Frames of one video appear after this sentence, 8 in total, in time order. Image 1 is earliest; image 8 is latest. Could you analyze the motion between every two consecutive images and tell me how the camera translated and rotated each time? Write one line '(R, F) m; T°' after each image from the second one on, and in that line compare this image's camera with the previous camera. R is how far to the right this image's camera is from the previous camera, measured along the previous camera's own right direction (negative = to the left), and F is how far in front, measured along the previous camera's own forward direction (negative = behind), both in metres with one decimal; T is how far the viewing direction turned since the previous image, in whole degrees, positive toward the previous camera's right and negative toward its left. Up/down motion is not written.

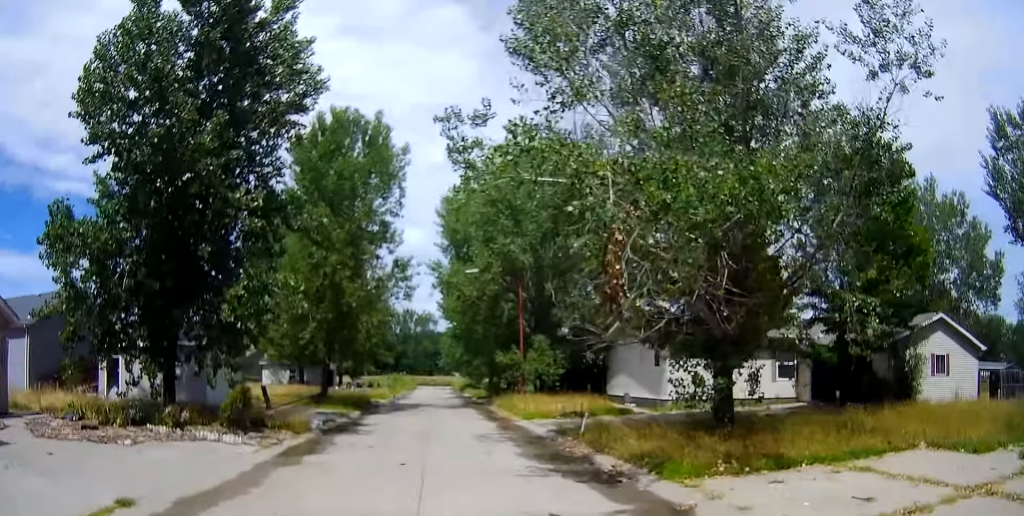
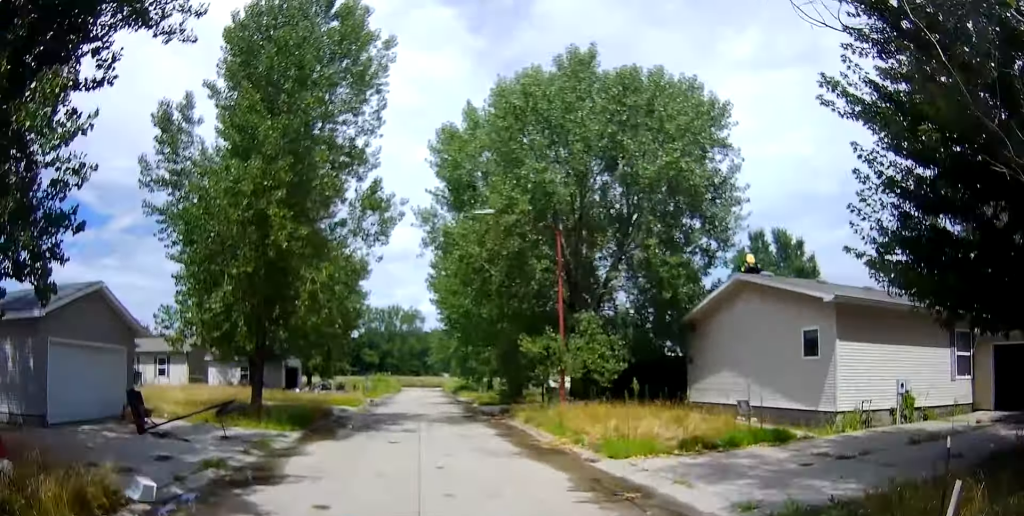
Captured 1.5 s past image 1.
(0.0, +11.7) m; 0°
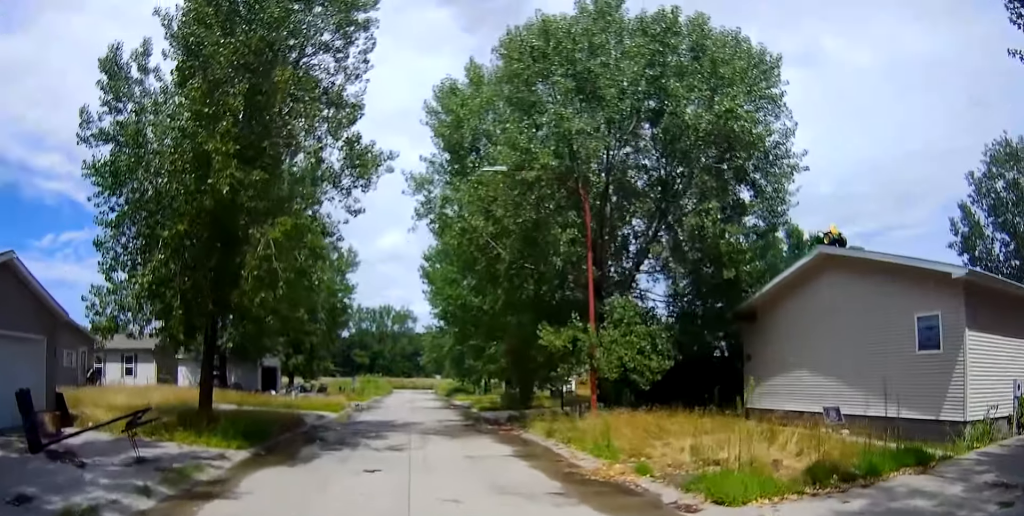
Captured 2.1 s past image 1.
(0.0, +4.5) m; 0°
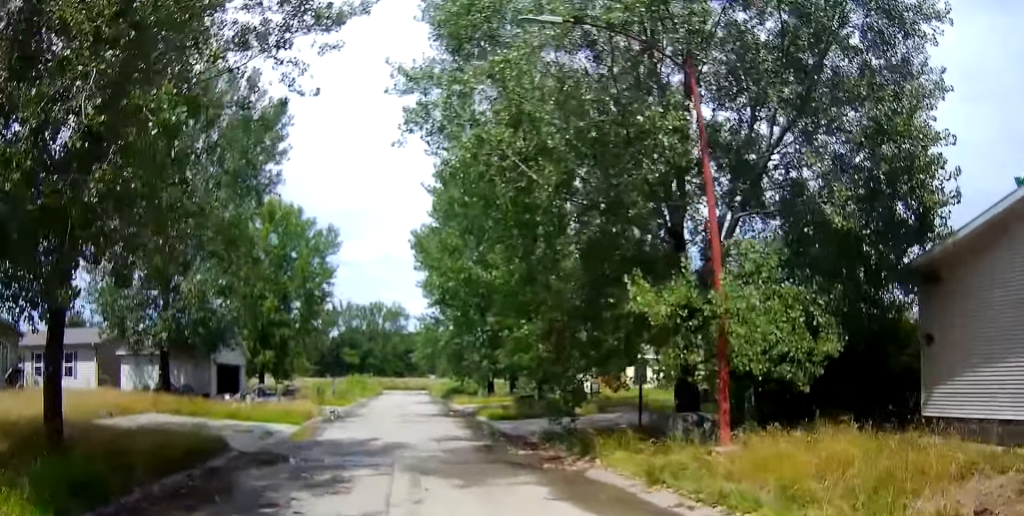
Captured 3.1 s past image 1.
(0.0, +7.7) m; 0°
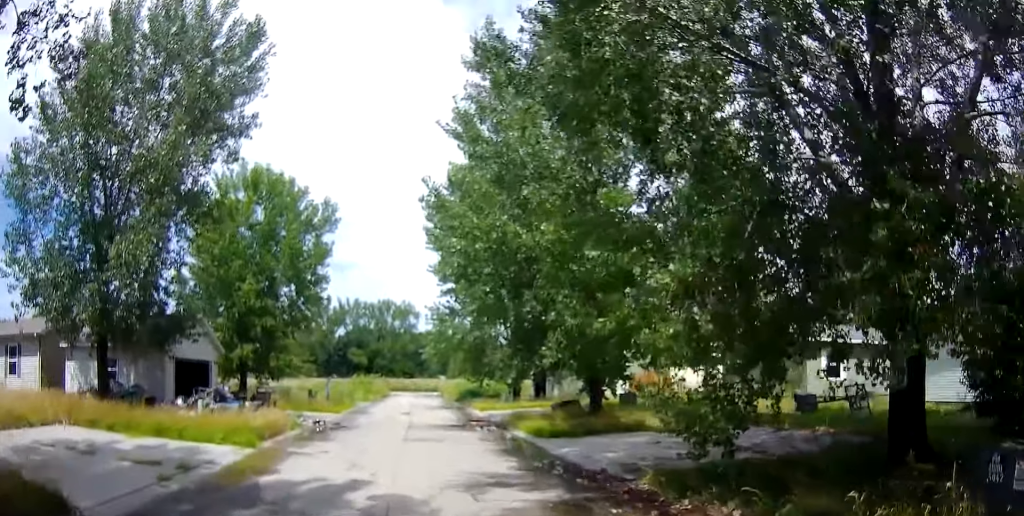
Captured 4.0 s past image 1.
(0.0, +7.3) m; 0°
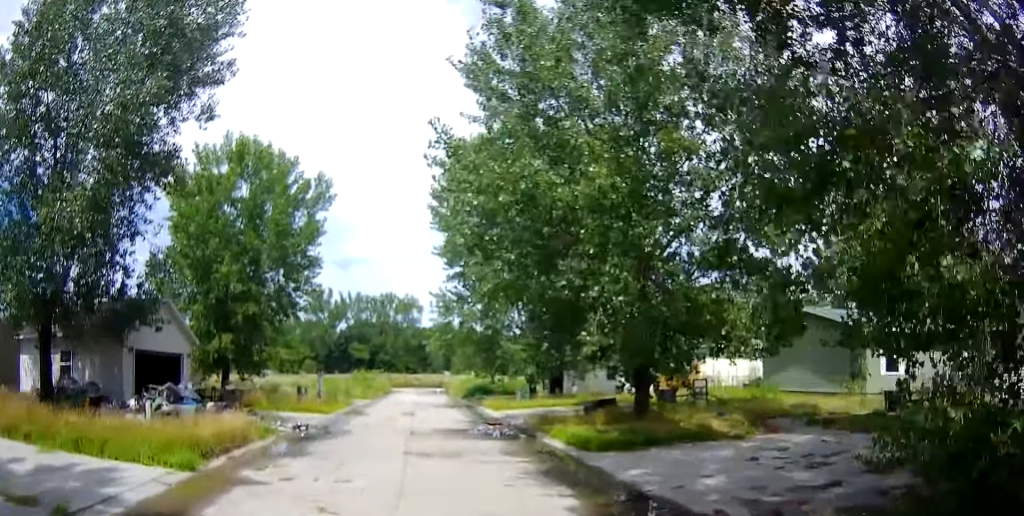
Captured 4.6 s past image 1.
(0.0, +4.3) m; 0°
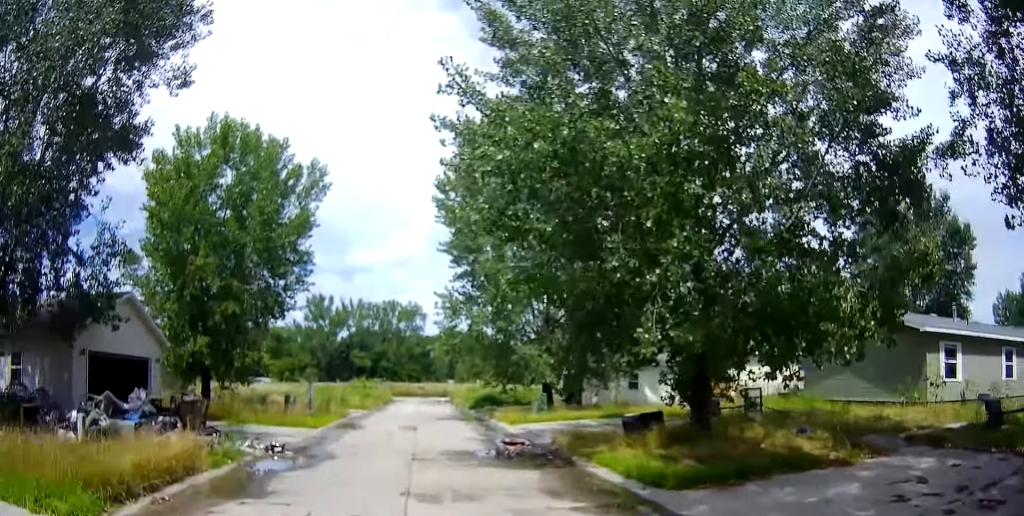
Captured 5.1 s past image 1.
(0.0, +3.8) m; 0°
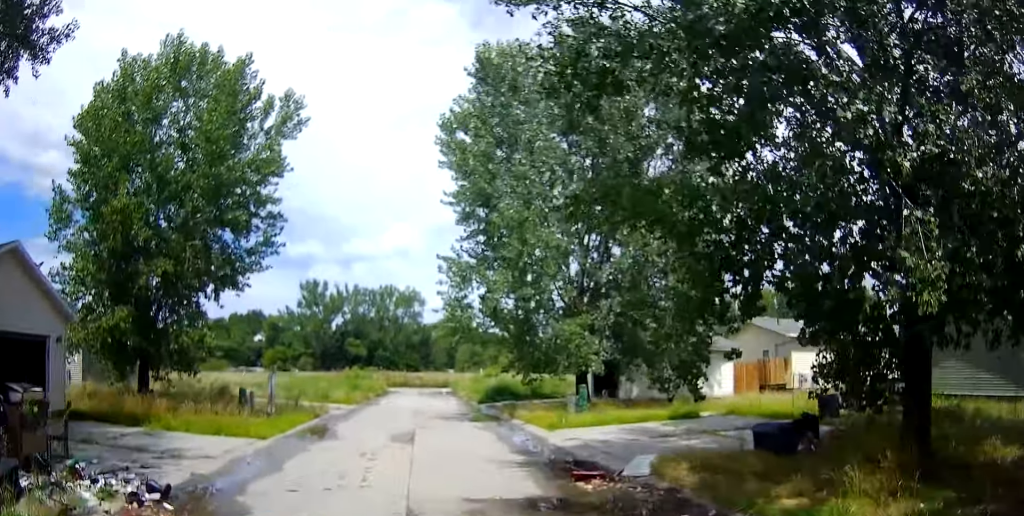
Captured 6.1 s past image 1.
(0.0, +7.3) m; 0°
